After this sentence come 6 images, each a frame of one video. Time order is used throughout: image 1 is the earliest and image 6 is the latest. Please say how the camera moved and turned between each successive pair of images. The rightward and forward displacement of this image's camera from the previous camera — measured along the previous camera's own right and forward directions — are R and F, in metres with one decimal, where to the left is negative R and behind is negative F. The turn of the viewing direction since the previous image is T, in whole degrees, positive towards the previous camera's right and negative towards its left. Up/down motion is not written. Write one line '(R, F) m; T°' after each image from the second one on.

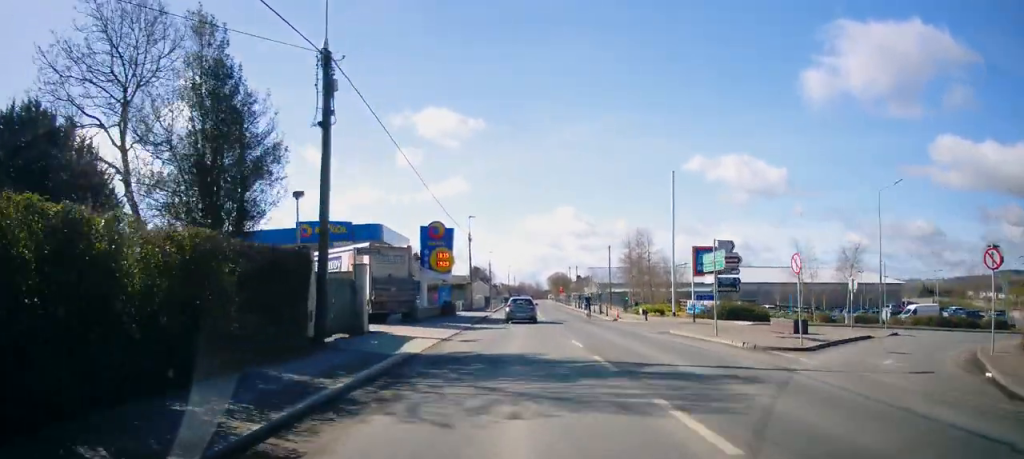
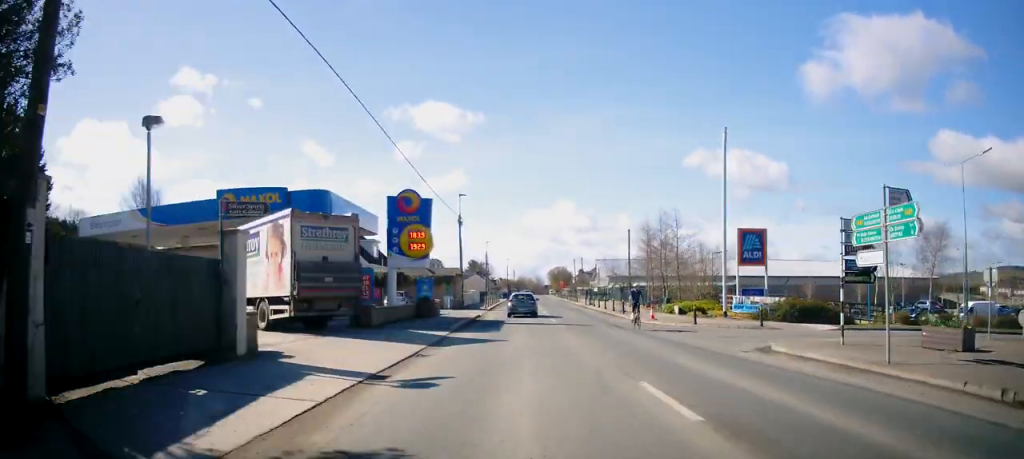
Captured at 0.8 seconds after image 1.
(-0.1, +10.3) m; 0°
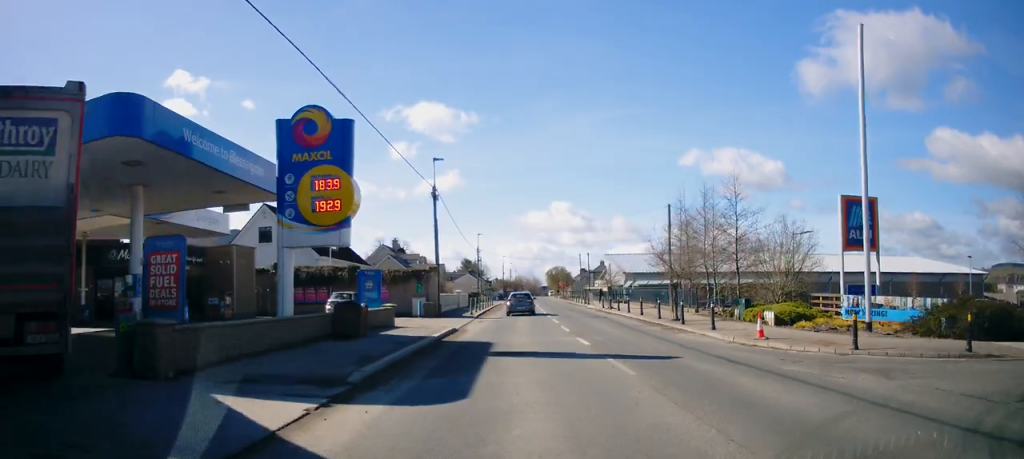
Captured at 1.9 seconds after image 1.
(+0.2, +13.9) m; +1°
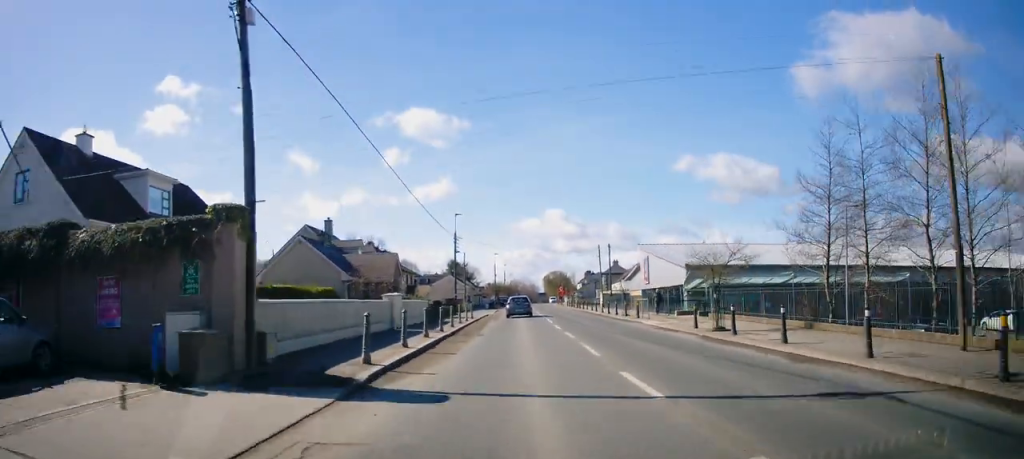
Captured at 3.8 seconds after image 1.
(0.0, +25.7) m; 0°
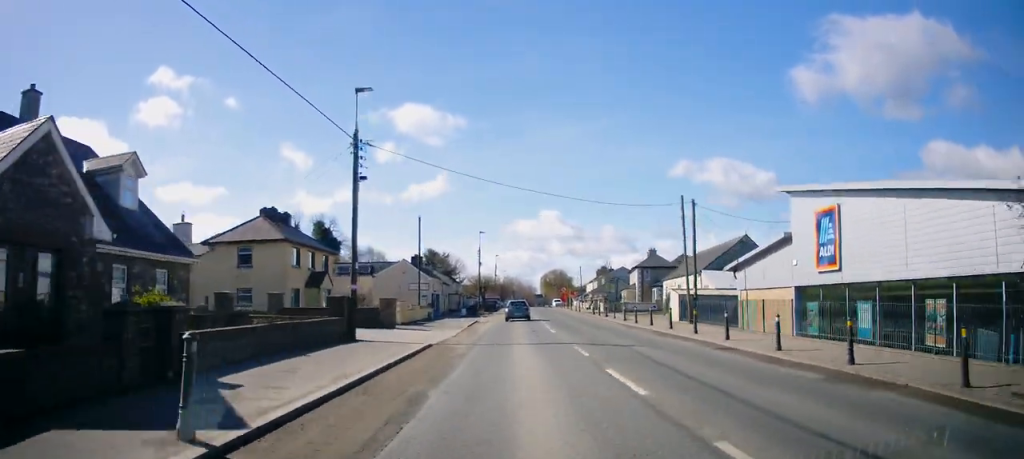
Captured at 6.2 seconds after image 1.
(0.0, +34.6) m; +1°
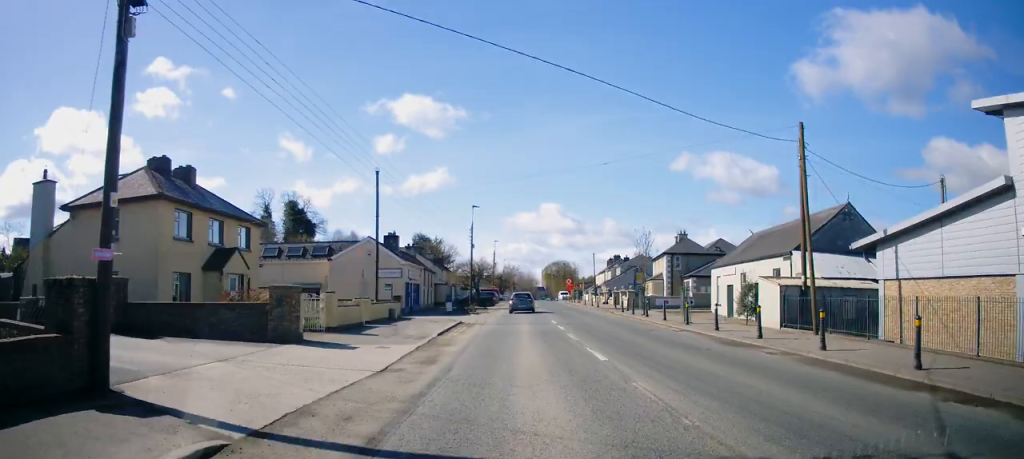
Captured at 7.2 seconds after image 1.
(+0.1, +13.9) m; 0°
